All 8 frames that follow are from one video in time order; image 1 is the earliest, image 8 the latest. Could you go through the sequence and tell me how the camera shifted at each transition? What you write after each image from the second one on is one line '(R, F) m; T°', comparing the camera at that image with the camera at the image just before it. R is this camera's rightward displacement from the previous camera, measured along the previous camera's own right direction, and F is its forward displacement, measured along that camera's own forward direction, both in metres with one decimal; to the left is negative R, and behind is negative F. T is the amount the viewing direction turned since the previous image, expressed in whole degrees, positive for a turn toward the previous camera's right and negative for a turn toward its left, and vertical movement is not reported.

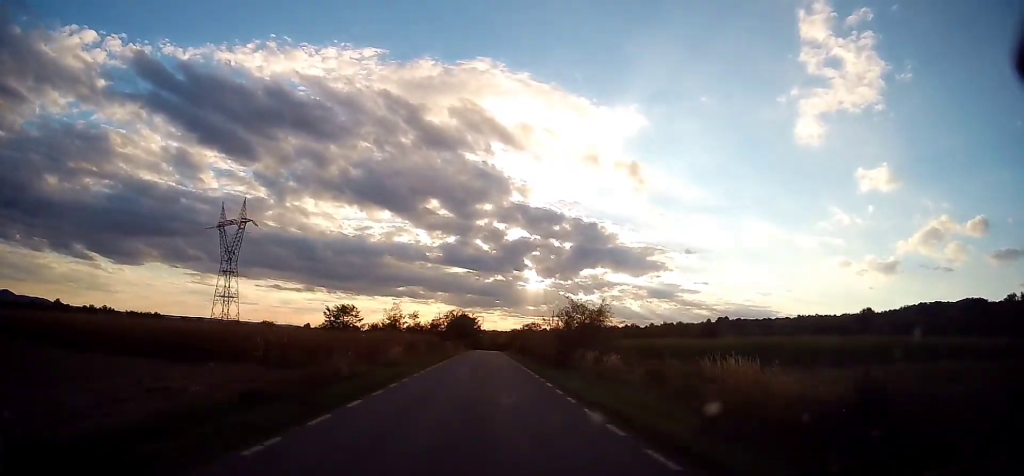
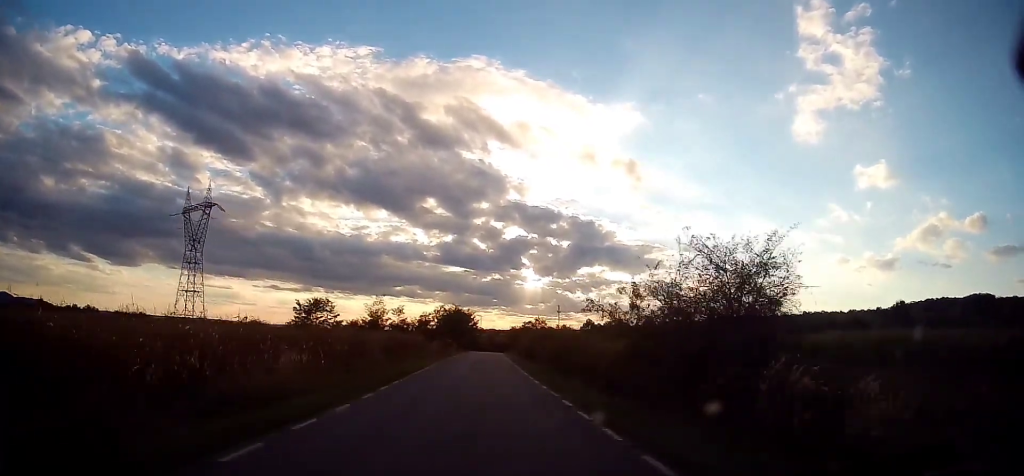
(+0.3, +16.5) m; 0°
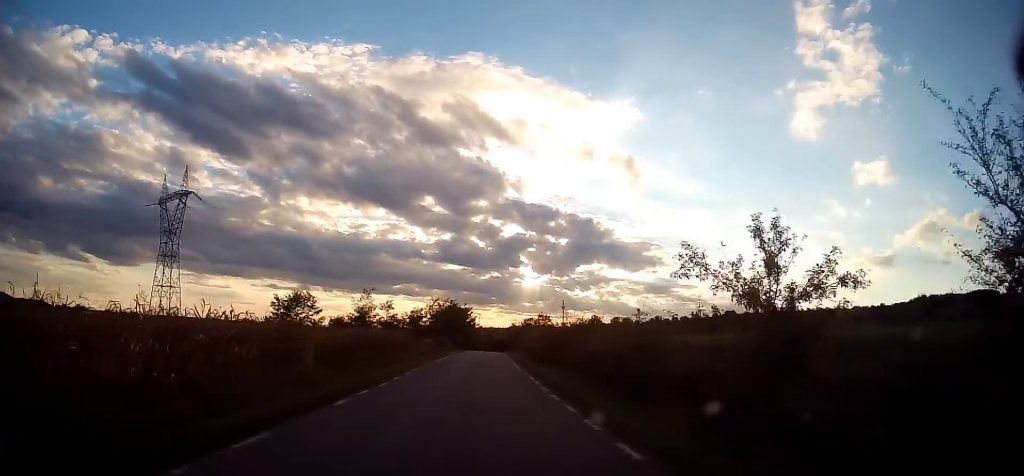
(+0.1, +9.5) m; 0°
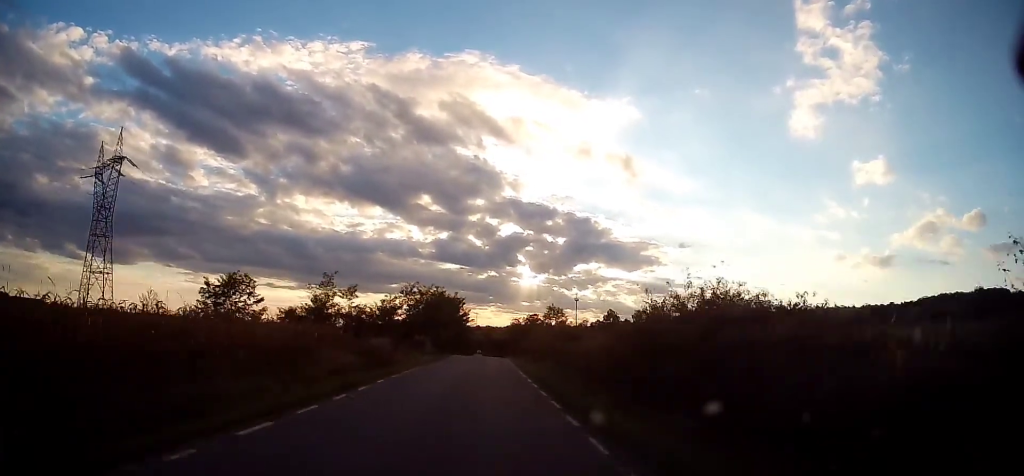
(-0.4, +21.8) m; -1°
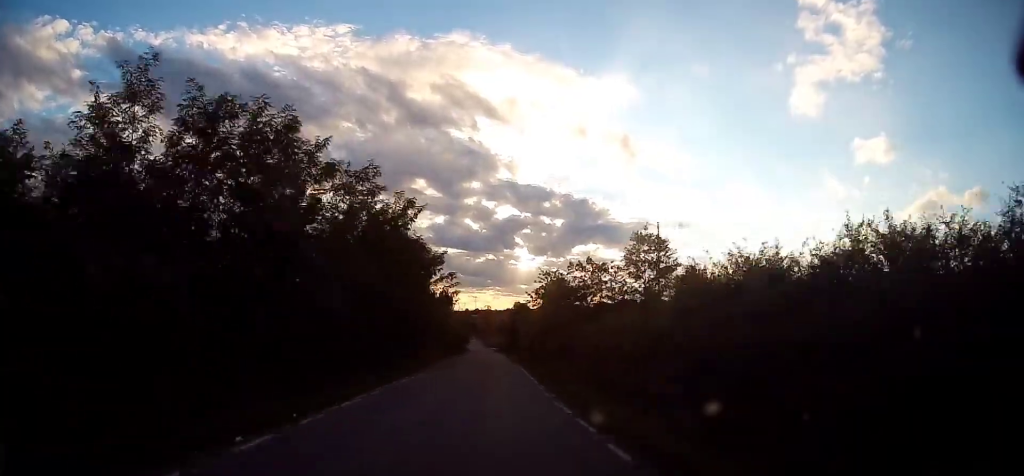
(+0.4, +49.4) m; +1°
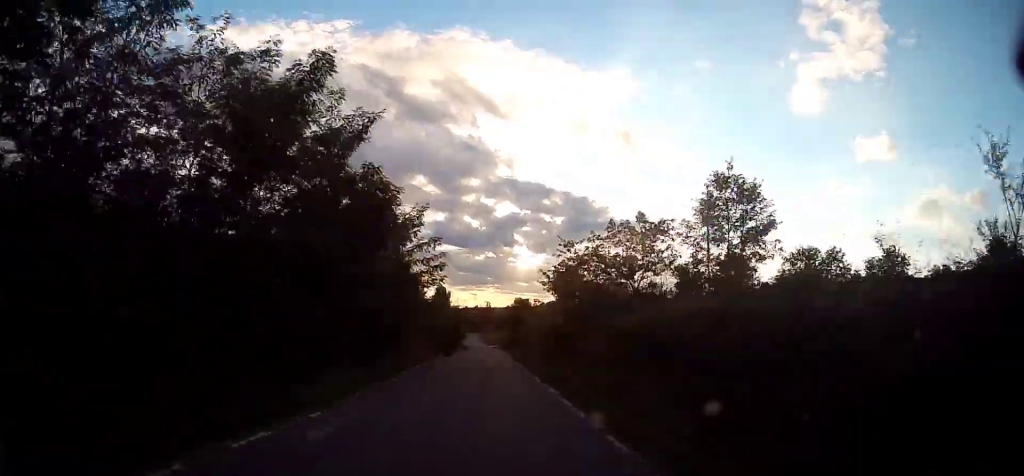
(+0.2, +12.2) m; 0°
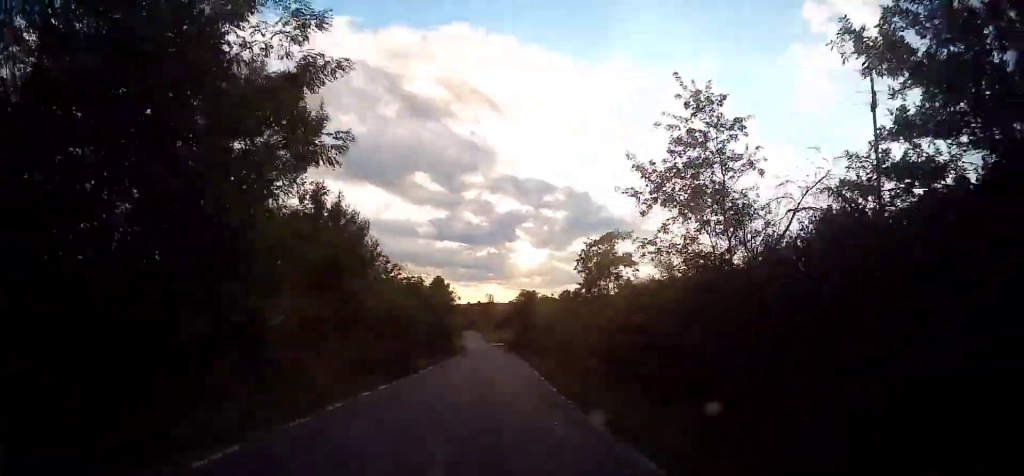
(-0.5, +19.3) m; -2°
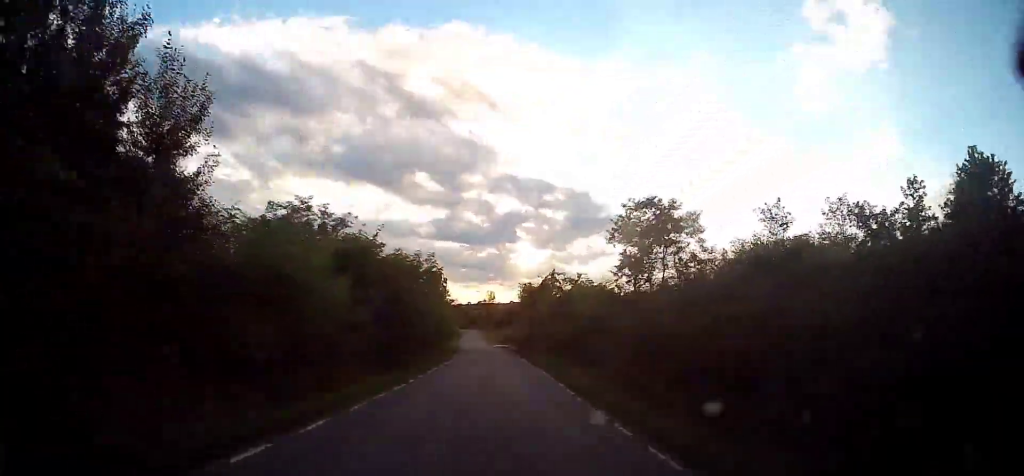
(0.0, +16.1) m; +1°
